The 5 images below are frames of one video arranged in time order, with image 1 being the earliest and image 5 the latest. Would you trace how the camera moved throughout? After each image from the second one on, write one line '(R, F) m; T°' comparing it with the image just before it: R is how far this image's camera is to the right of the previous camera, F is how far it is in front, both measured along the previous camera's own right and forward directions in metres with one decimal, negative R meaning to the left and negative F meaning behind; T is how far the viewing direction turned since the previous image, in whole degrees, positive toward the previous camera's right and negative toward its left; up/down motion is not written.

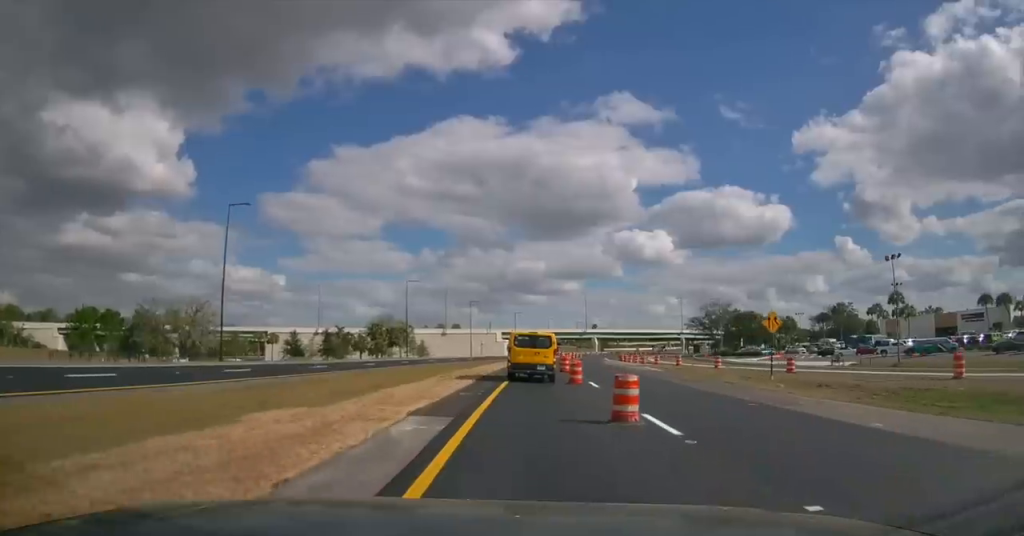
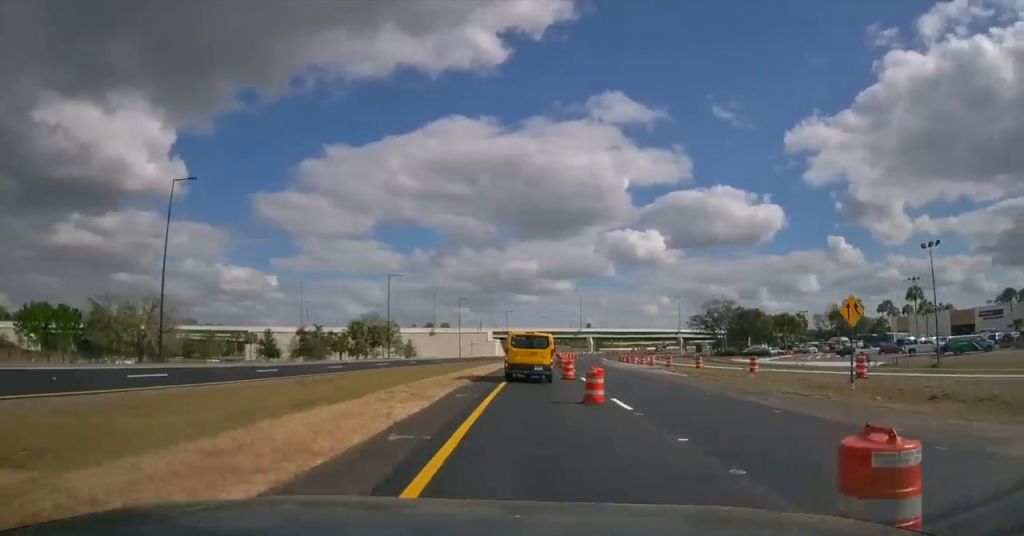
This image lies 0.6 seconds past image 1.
(+0.1, +8.2) m; +1°
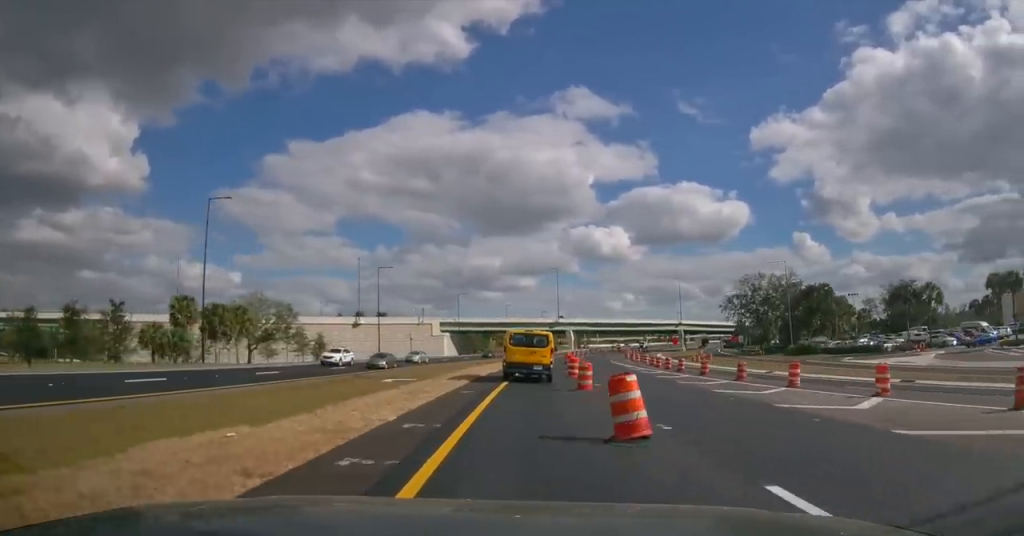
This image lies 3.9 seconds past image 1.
(+1.3, +48.2) m; +4°
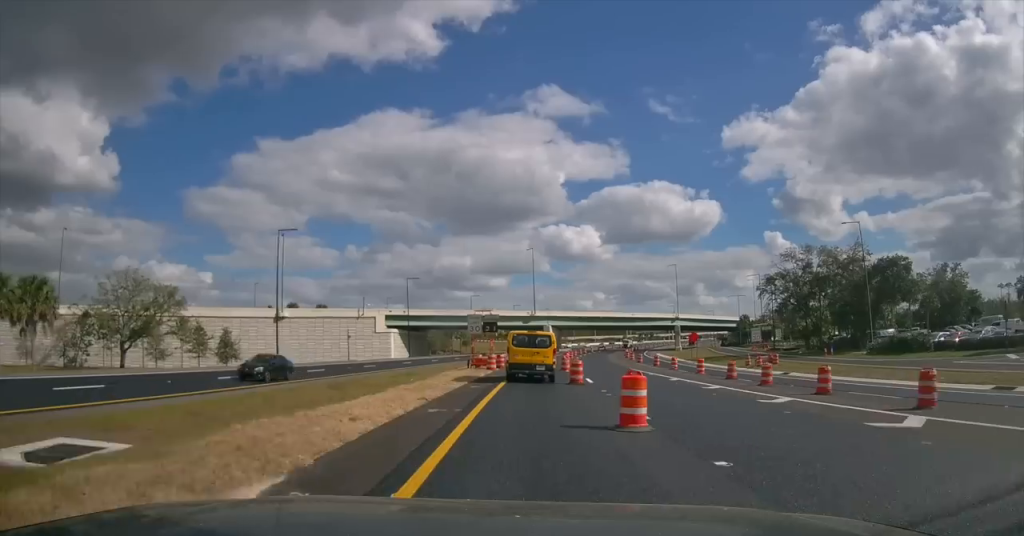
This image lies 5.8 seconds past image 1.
(+0.7, +28.1) m; +3°
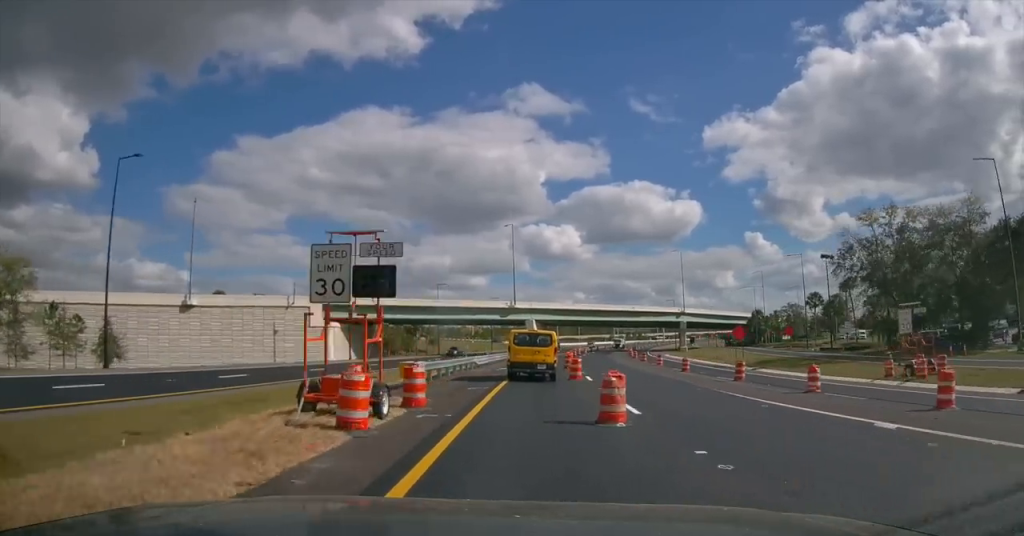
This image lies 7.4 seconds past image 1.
(+0.4, +24.2) m; +1°
